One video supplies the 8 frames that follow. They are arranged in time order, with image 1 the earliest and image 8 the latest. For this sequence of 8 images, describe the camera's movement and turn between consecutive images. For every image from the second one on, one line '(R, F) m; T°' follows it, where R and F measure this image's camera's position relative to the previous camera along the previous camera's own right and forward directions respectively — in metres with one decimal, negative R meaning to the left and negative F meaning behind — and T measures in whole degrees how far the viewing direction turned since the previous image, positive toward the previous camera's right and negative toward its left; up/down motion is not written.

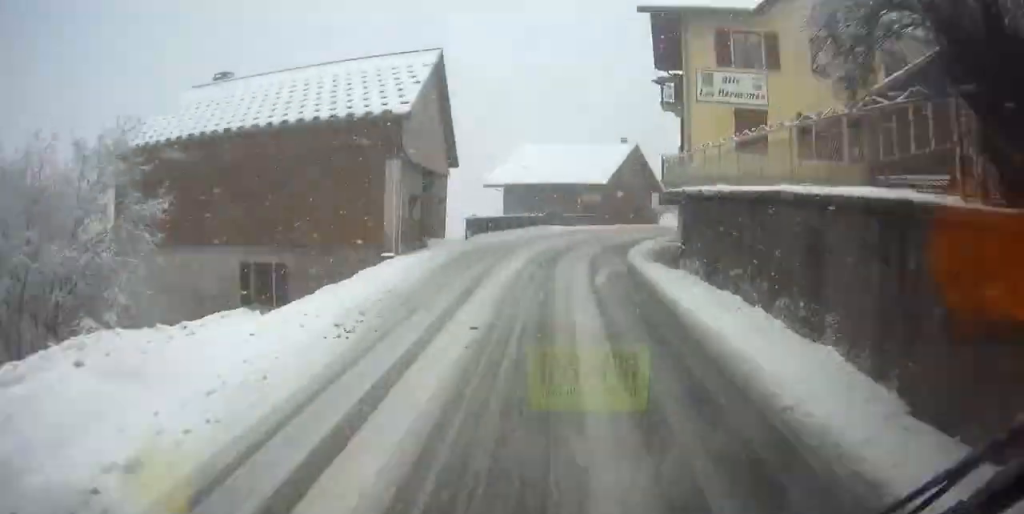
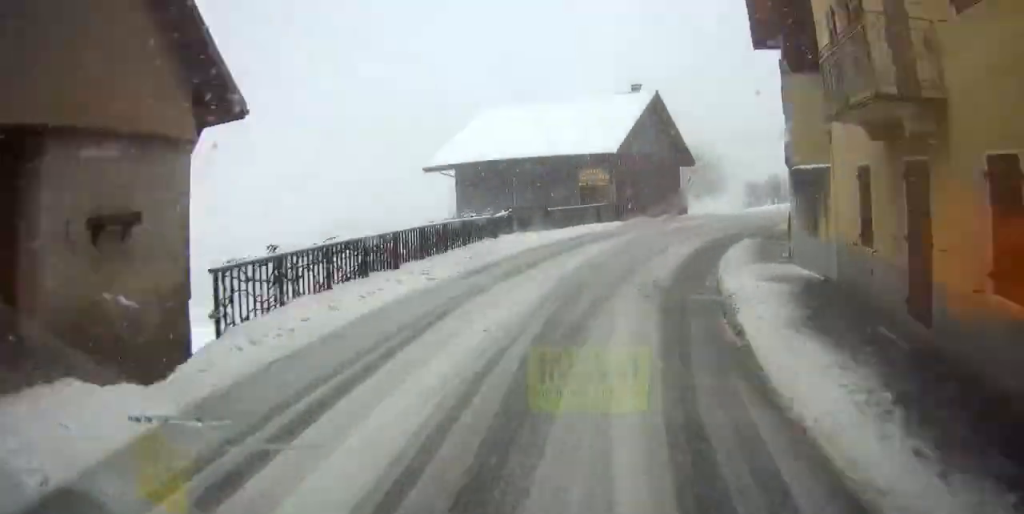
(+1.8, +17.5) m; +5°
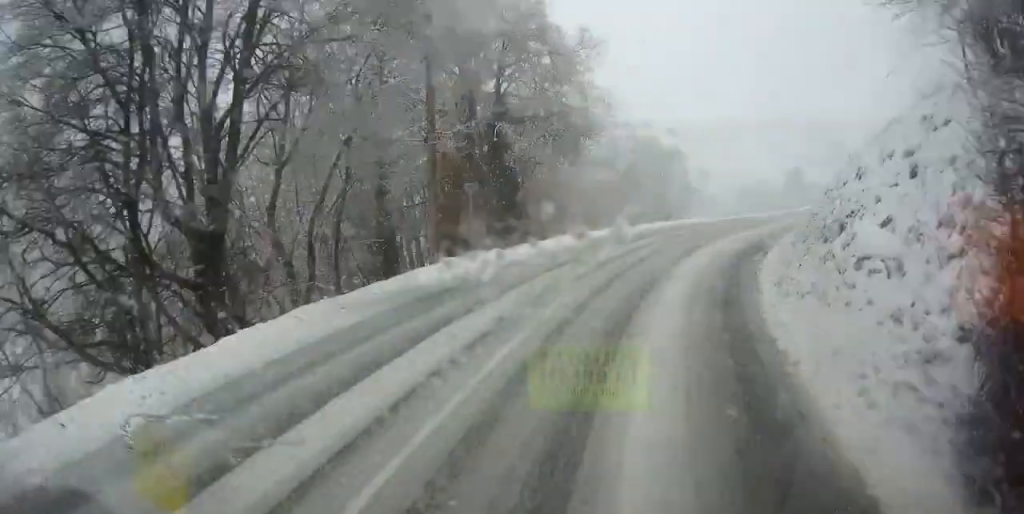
(+13.0, +103.0) m; +33°
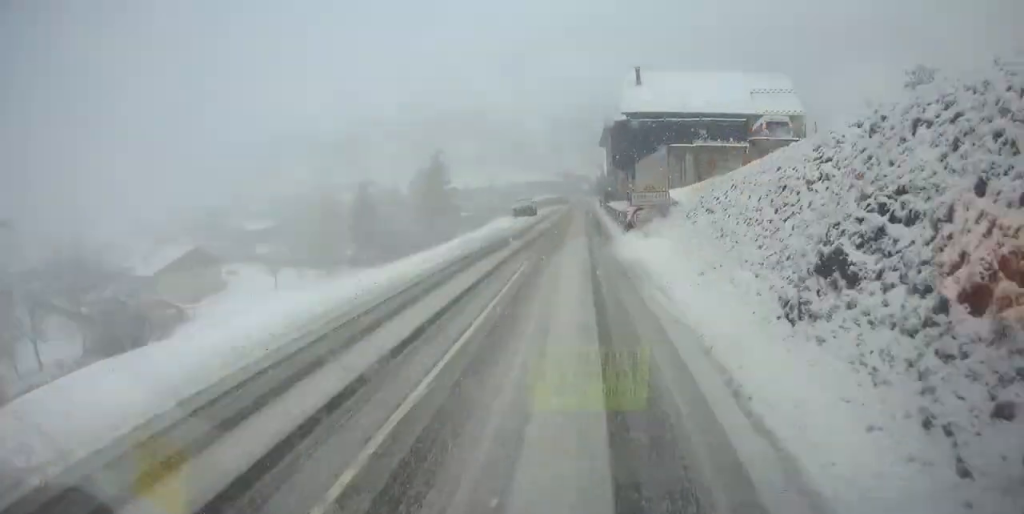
(+25.1, +76.7) m; +18°
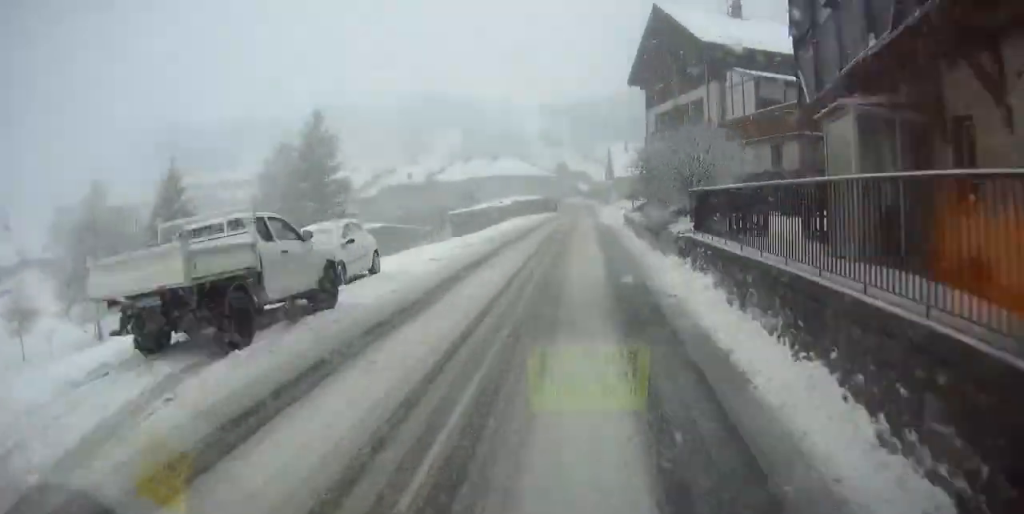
(0.0, +51.3) m; 0°
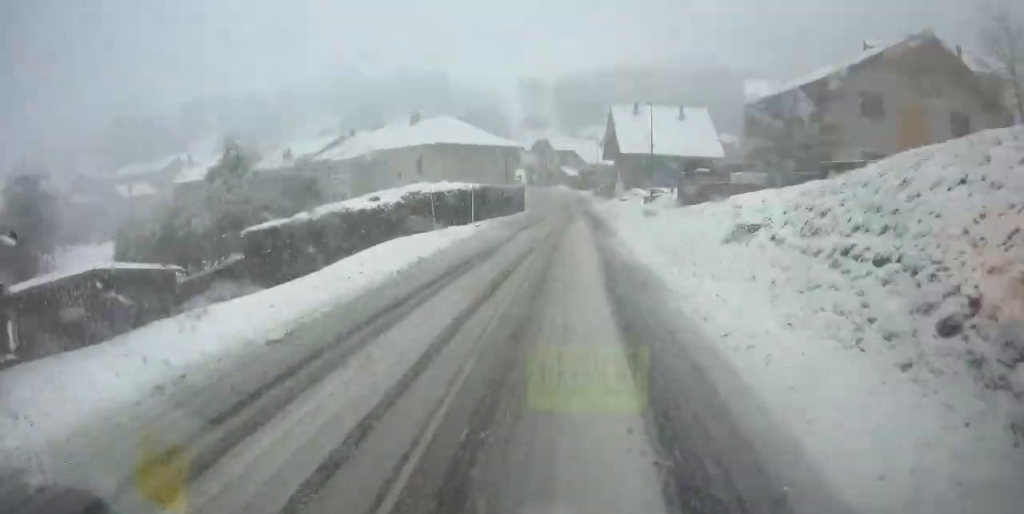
(+0.3, +44.0) m; 0°
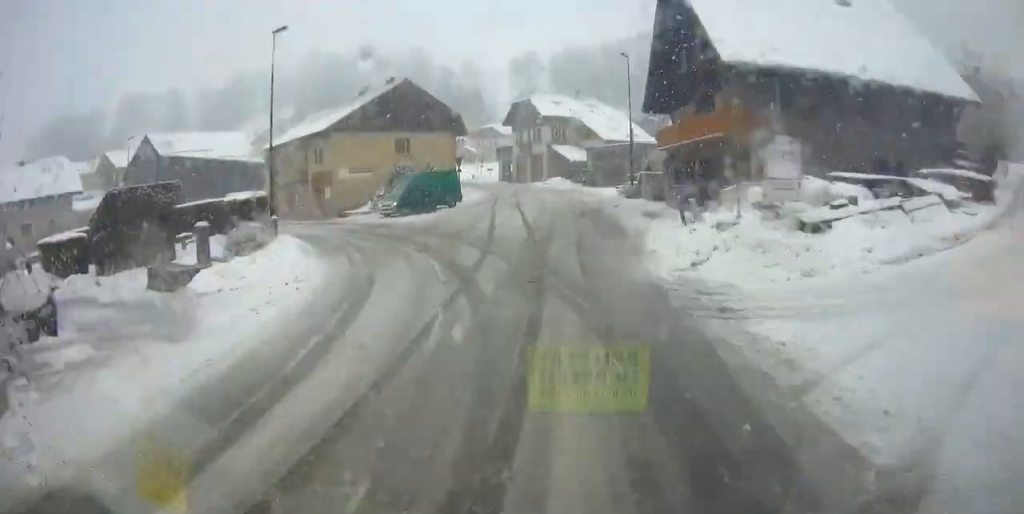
(-0.6, +56.0) m; -5°
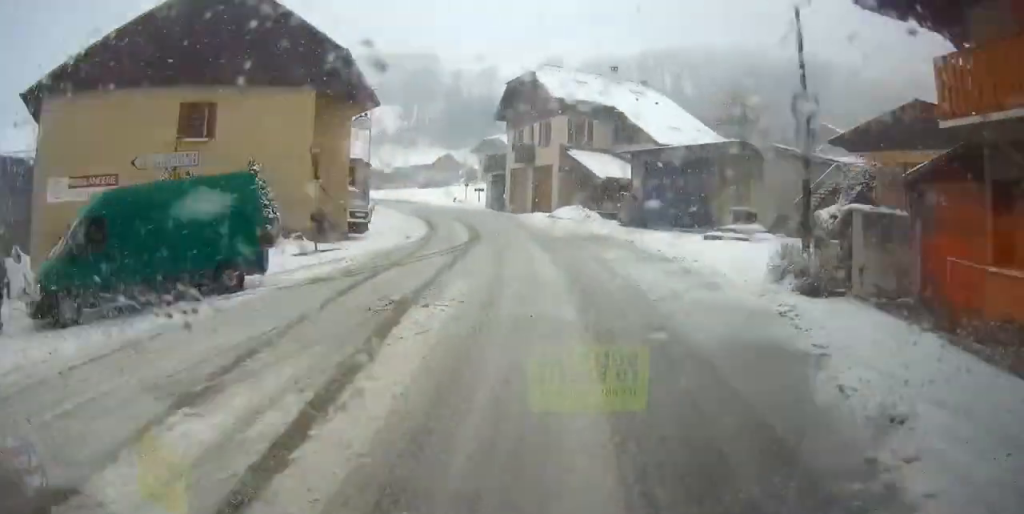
(-1.4, +32.8) m; -9°
